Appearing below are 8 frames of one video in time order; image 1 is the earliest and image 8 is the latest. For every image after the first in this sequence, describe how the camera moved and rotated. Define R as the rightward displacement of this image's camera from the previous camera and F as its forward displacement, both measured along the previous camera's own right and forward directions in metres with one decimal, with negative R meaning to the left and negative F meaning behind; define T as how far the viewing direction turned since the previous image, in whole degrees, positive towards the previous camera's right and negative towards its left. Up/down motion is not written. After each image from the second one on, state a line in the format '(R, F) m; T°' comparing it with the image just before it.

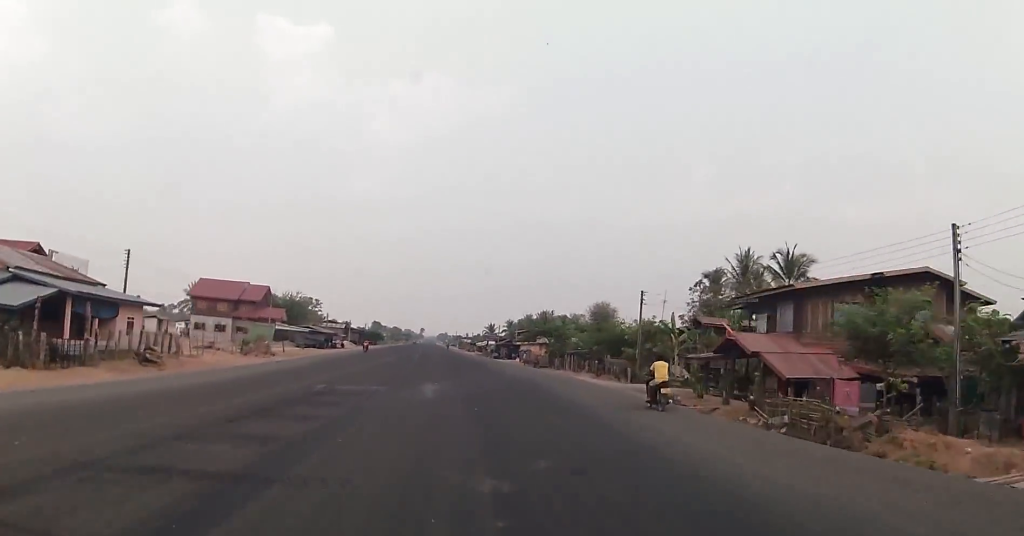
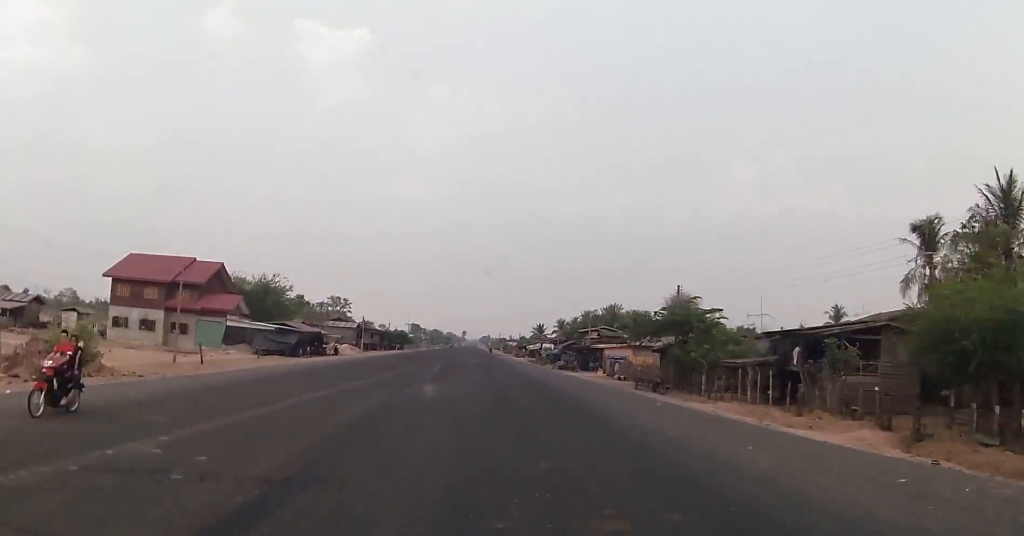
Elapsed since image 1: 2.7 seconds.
(-0.7, +32.9) m; -2°
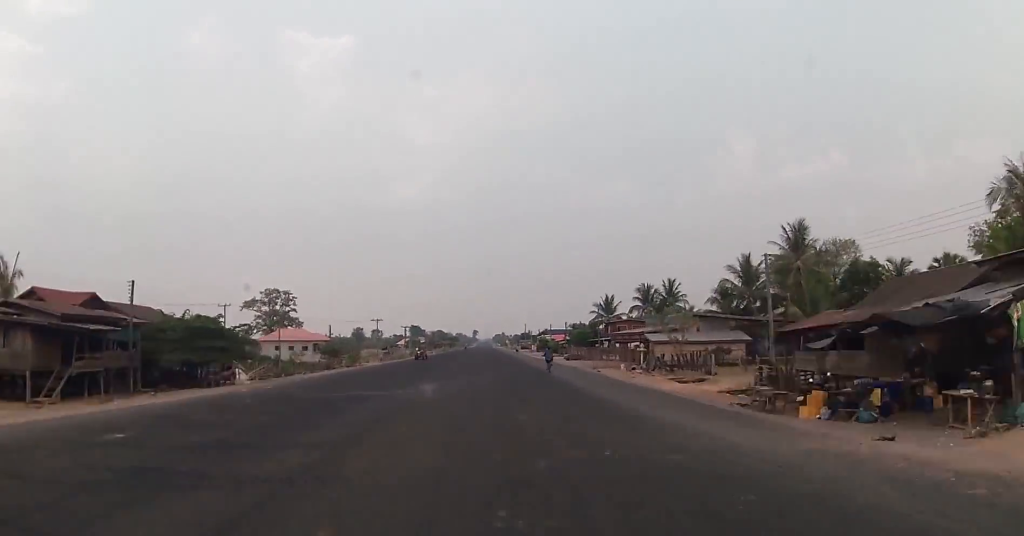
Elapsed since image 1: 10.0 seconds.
(-2.1, +117.5) m; -1°
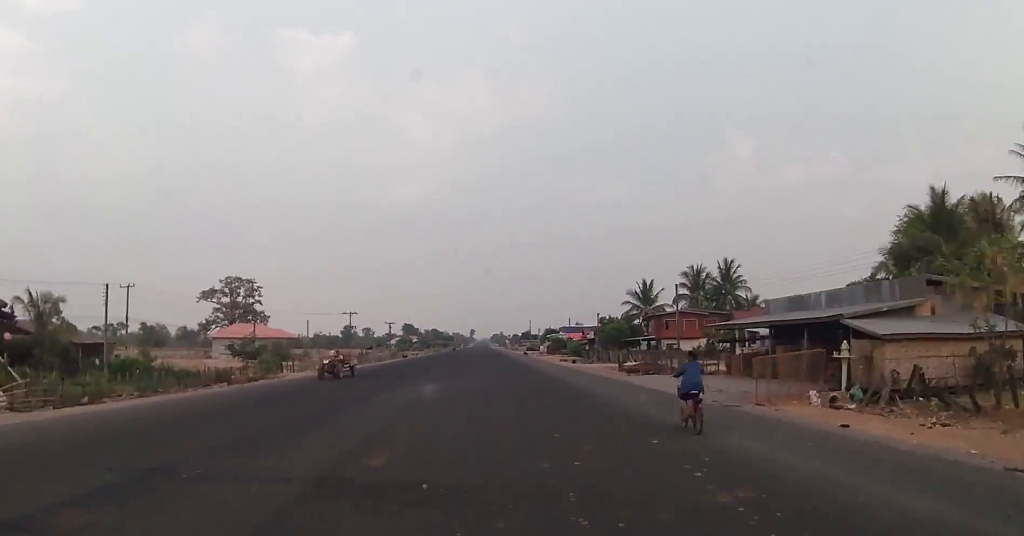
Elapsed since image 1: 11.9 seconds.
(0.0, +34.7) m; 0°
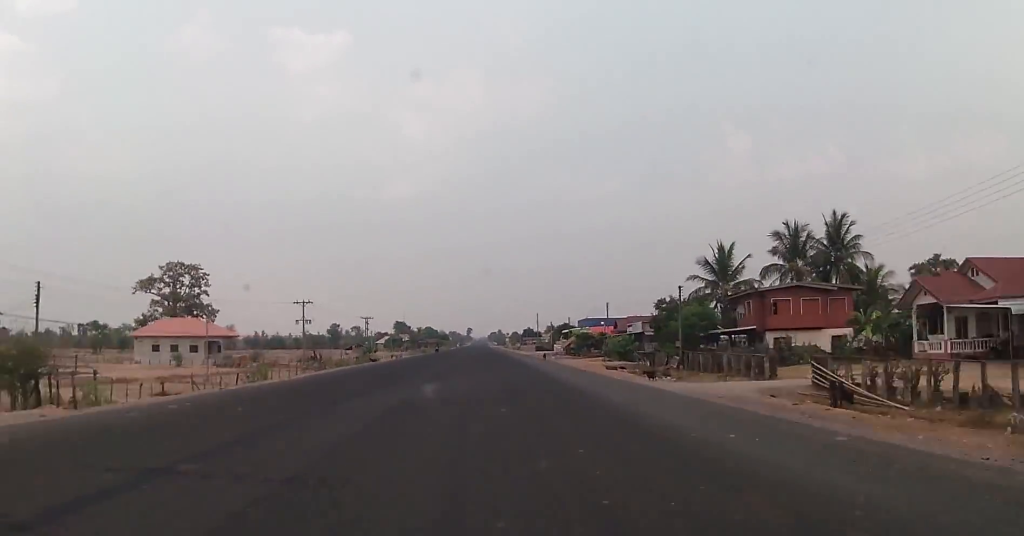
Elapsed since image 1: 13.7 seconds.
(-0.2, +36.1) m; 0°
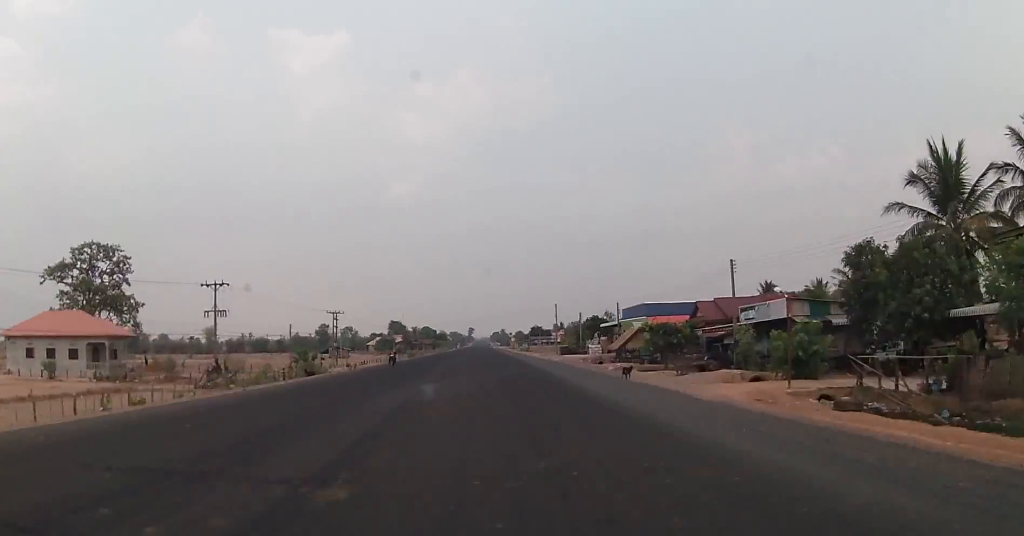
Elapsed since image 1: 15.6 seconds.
(+0.1, +37.5) m; 0°
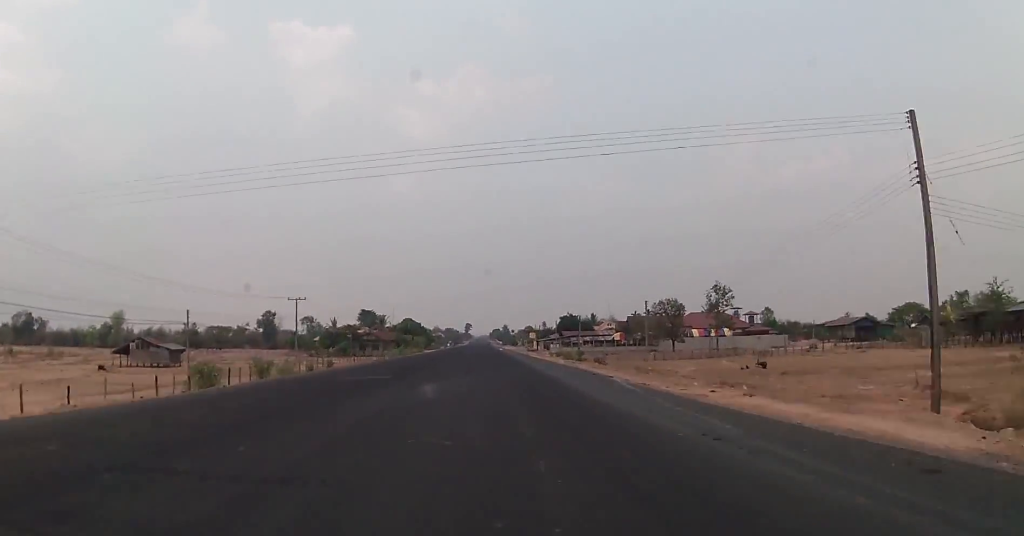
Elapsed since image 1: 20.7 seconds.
(+0.3, +108.2) m; 0°
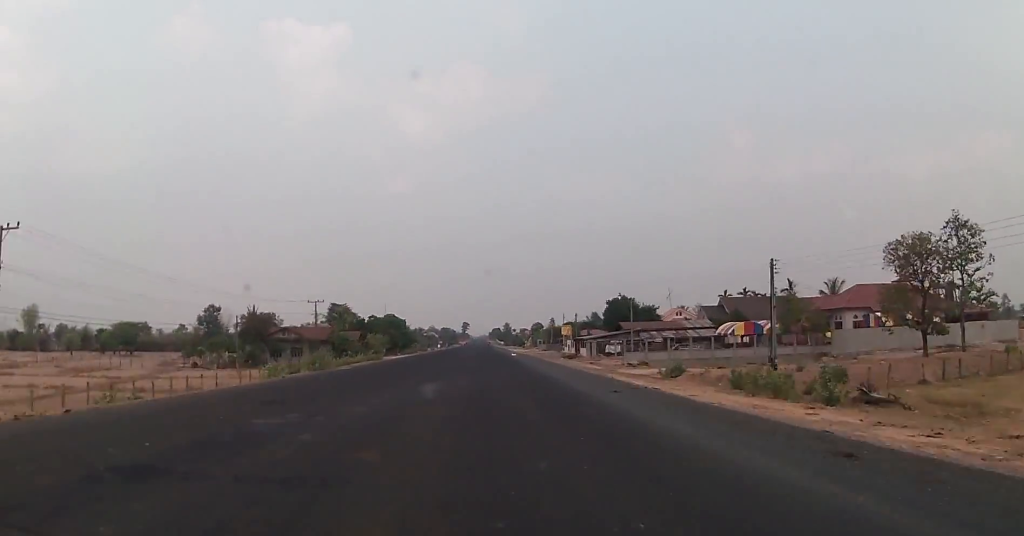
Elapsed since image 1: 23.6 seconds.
(-0.2, +65.3) m; 0°
